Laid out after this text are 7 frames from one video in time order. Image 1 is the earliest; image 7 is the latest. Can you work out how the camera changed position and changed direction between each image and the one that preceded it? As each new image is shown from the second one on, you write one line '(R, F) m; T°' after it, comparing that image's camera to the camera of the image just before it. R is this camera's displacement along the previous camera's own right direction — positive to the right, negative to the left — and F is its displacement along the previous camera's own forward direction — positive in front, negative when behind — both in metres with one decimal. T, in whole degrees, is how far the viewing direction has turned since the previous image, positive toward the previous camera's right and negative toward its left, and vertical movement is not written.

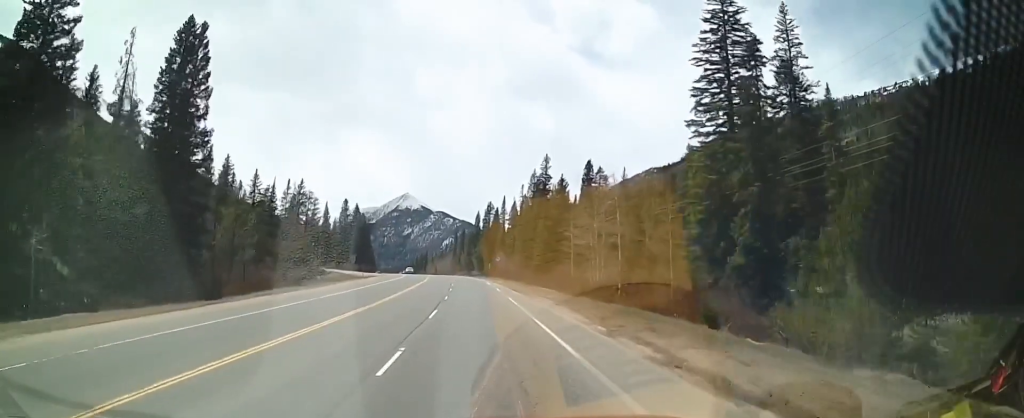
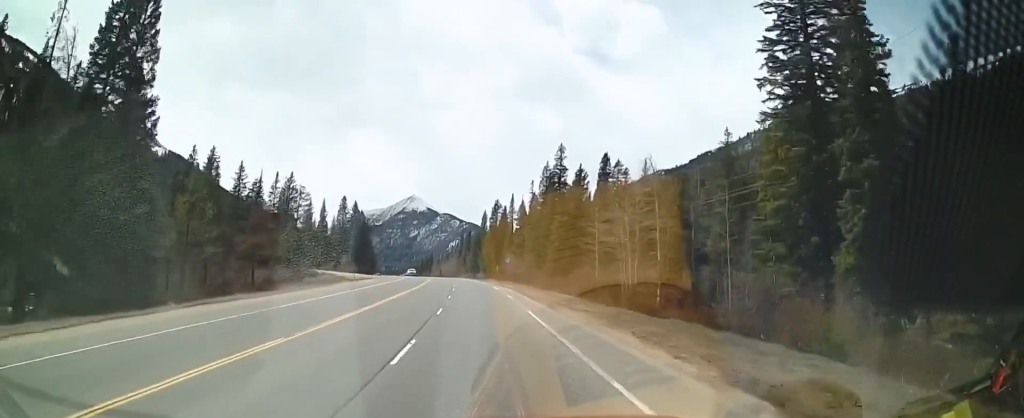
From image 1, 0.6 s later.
(-0.1, +10.3) m; -1°
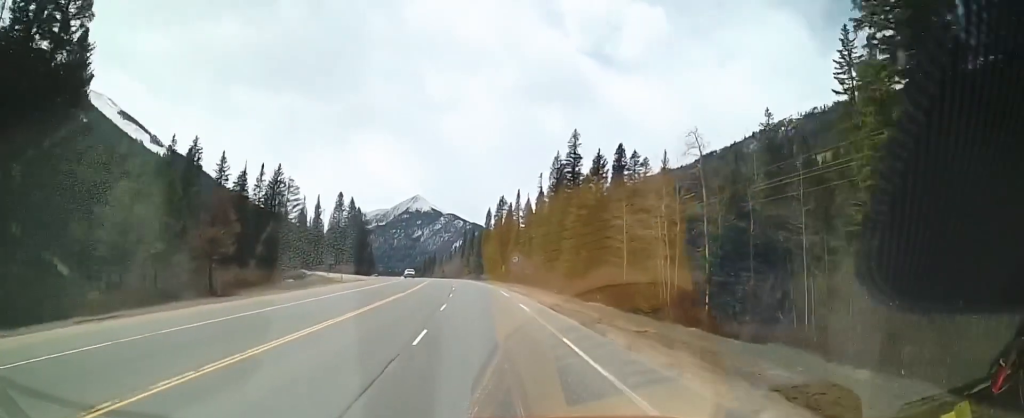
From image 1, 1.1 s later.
(0.0, +9.3) m; 0°
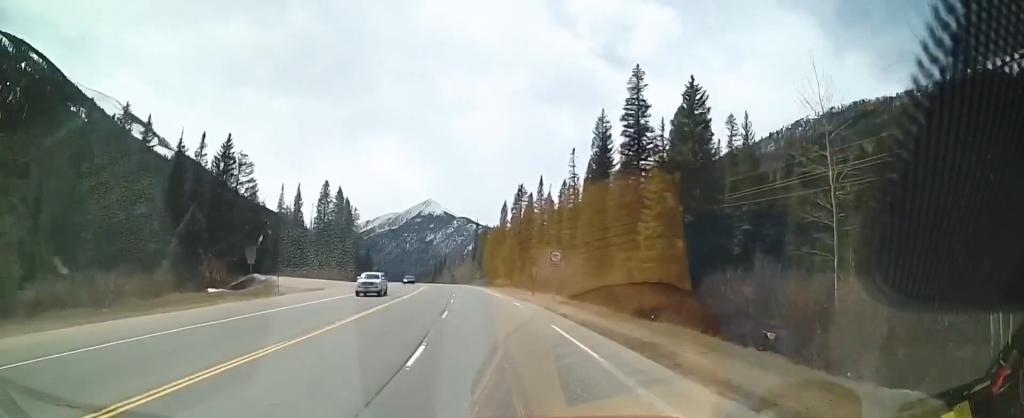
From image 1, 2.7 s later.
(-0.2, +27.2) m; -2°
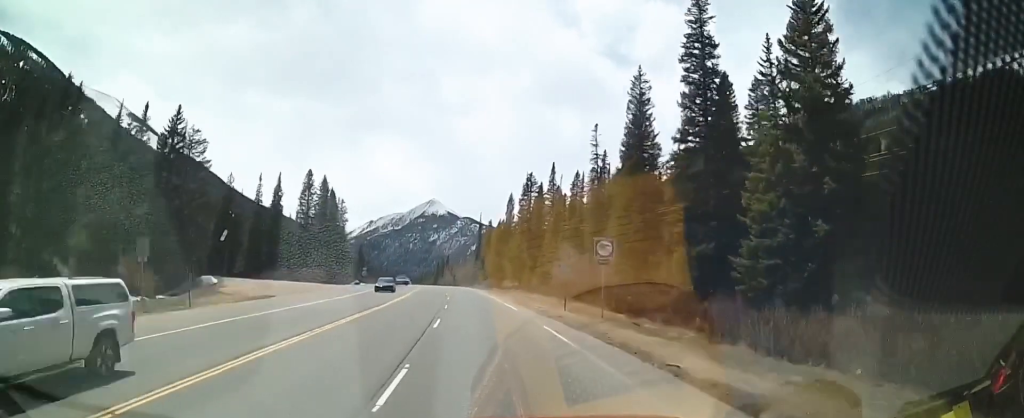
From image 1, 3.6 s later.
(-0.5, +15.3) m; -1°
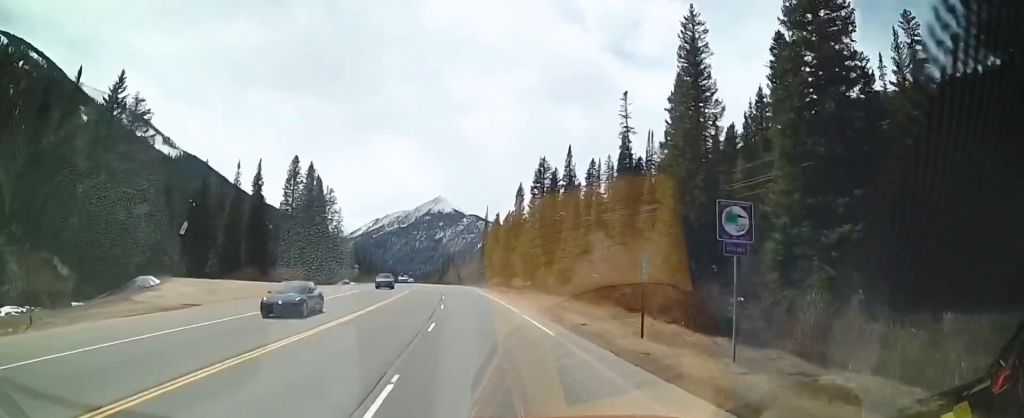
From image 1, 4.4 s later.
(+0.2, +13.0) m; 0°
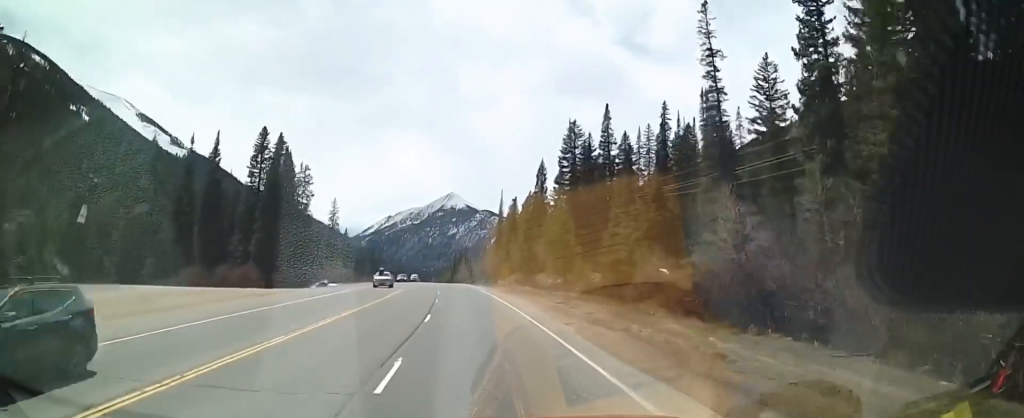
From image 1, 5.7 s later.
(-0.5, +21.1) m; -2°
